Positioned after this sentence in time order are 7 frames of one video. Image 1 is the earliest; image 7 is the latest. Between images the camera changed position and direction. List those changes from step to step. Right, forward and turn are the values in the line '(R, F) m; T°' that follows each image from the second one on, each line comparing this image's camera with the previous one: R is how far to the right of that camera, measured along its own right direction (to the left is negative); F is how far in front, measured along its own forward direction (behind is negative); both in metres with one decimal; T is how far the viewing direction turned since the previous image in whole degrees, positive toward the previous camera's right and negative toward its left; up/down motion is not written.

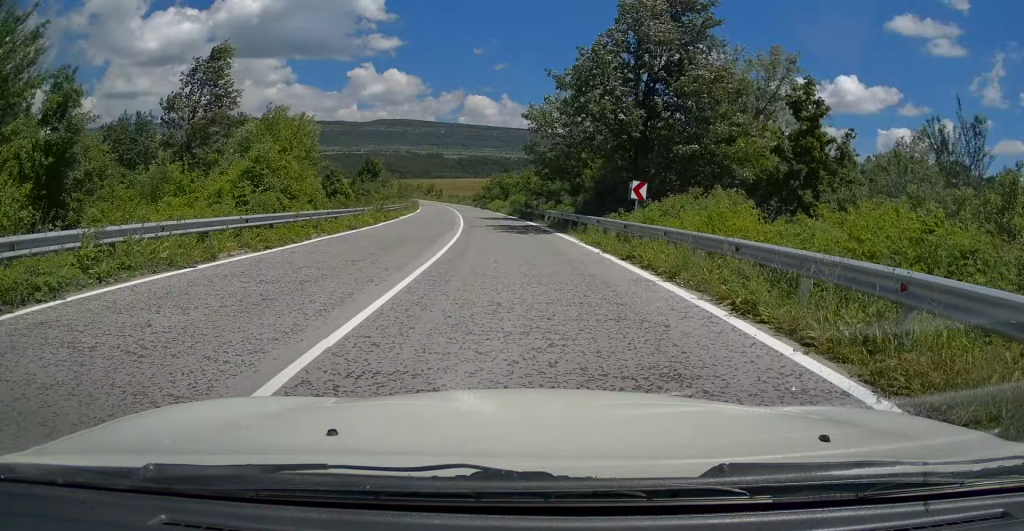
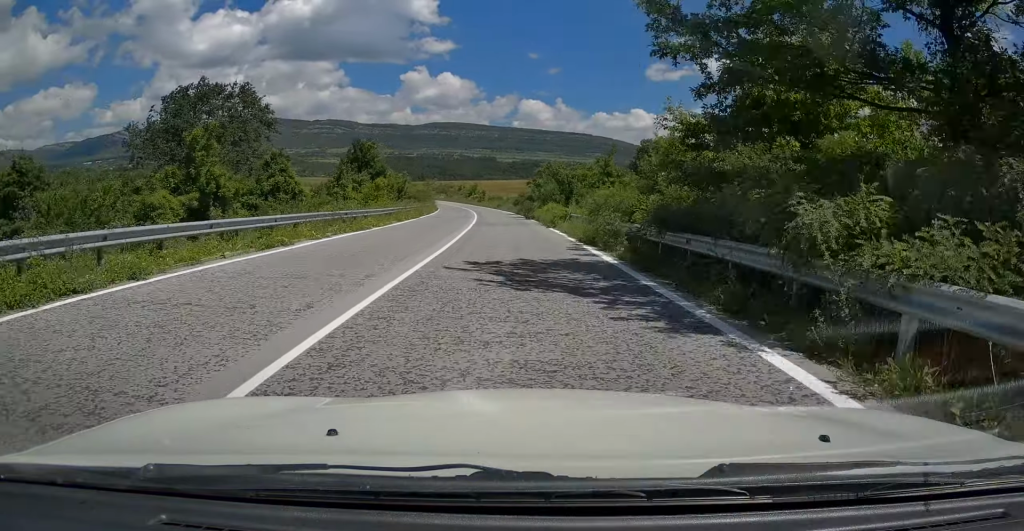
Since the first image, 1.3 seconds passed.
(-1.1, +30.1) m; -5°
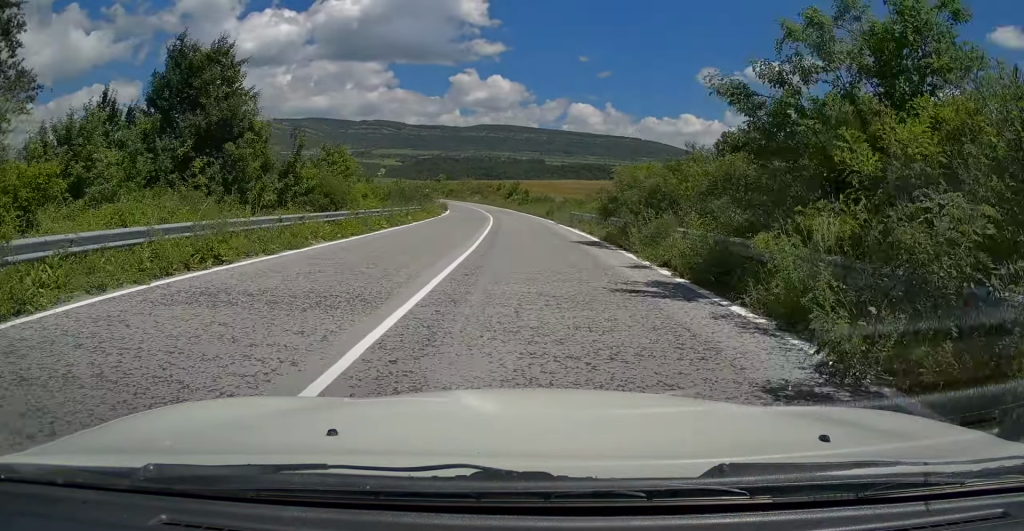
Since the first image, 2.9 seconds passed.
(-2.0, +38.1) m; -5°
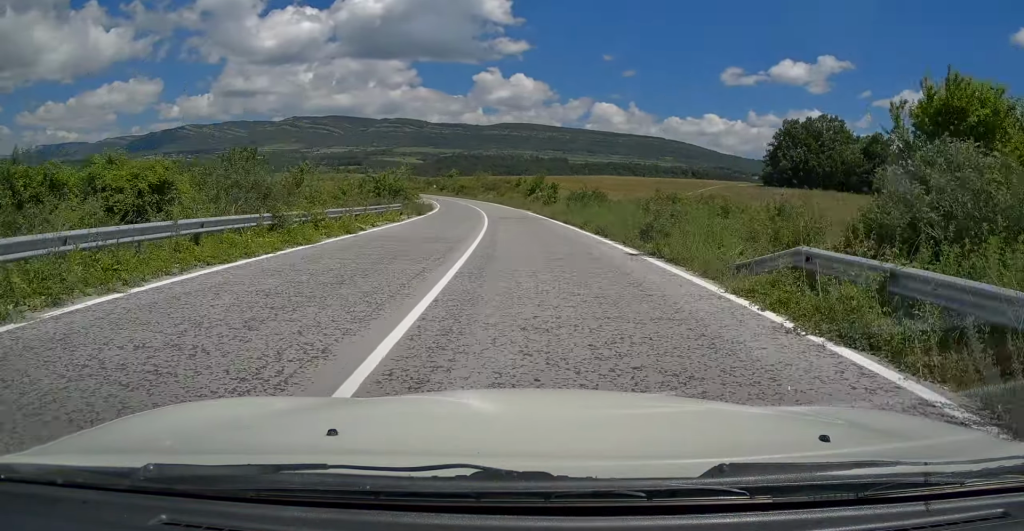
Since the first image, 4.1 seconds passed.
(-0.6, +28.6) m; -2°
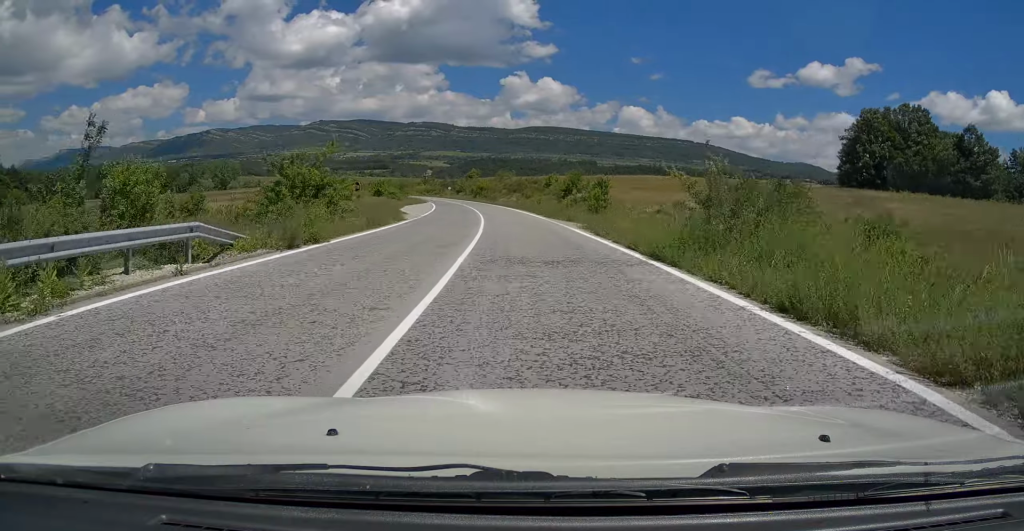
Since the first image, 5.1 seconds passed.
(-0.3, +24.6) m; -2°
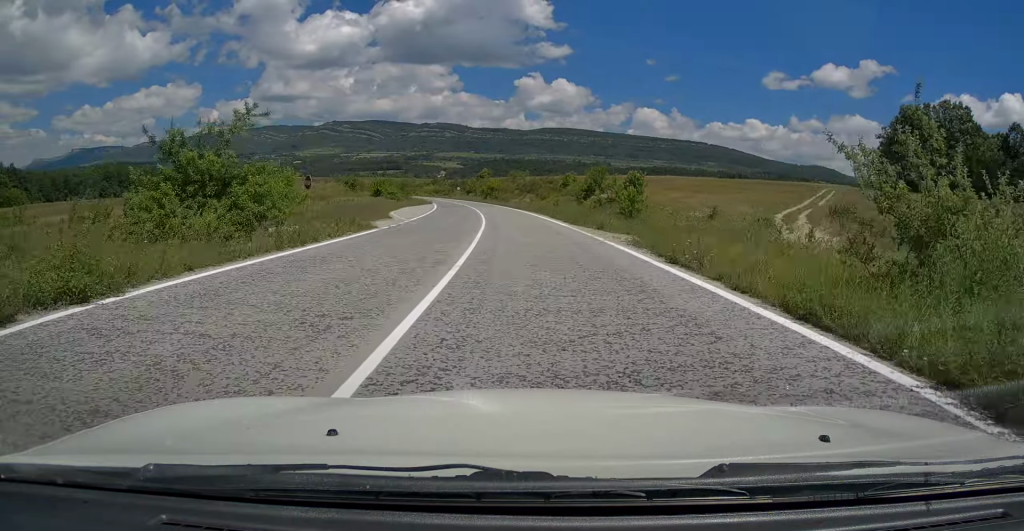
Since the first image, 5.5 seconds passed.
(-0.1, +9.5) m; -1°
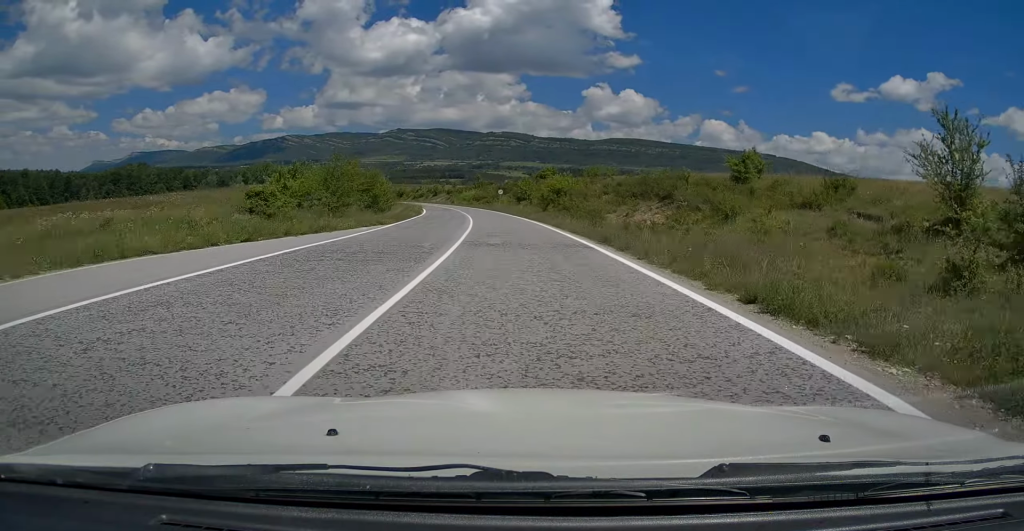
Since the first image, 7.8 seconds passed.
(-3.4, +54.1) m; -7°
